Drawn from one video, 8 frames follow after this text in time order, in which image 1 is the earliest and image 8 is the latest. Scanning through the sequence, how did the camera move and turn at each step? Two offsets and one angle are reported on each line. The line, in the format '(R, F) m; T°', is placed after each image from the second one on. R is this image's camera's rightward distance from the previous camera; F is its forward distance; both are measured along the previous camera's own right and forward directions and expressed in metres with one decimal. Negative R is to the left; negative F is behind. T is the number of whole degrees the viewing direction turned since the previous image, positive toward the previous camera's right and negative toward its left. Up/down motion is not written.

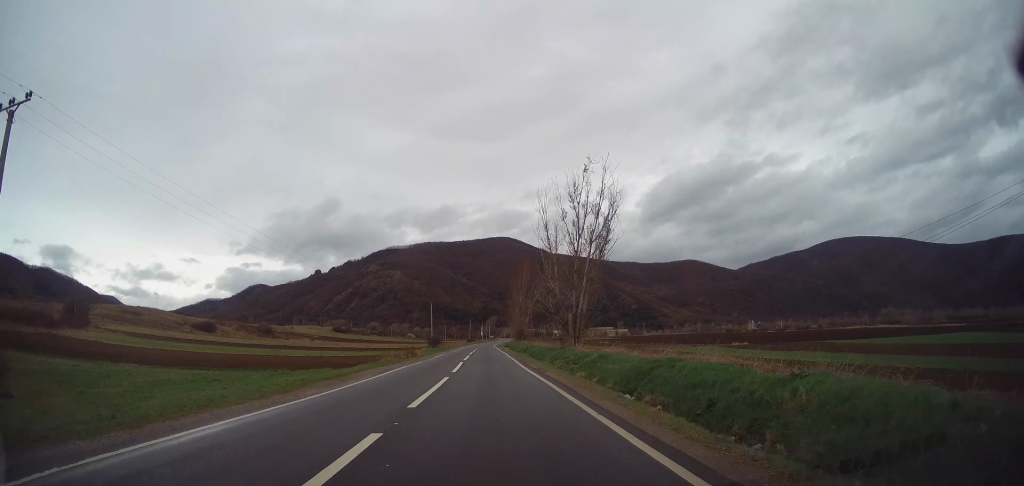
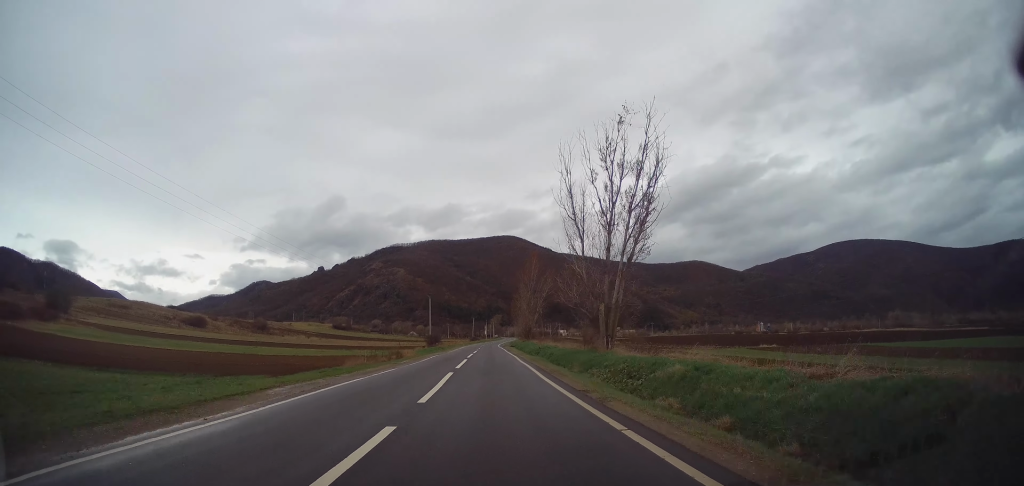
(0.0, +11.5) m; -1°
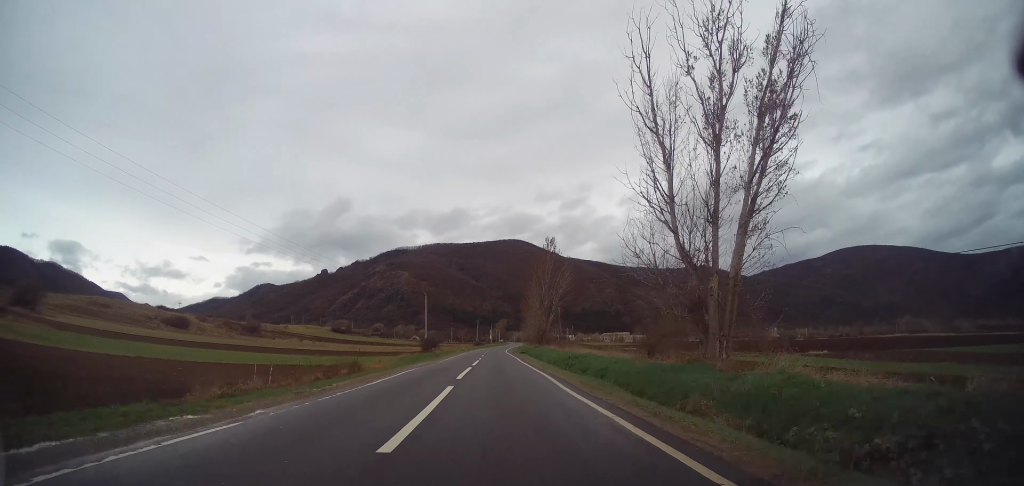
(-0.1, +16.8) m; -1°
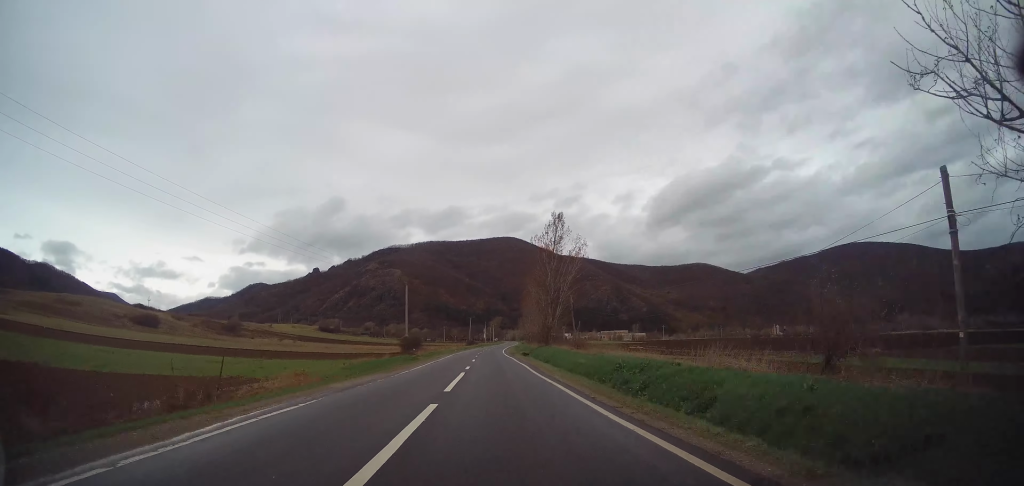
(-0.4, +16.2) m; -1°
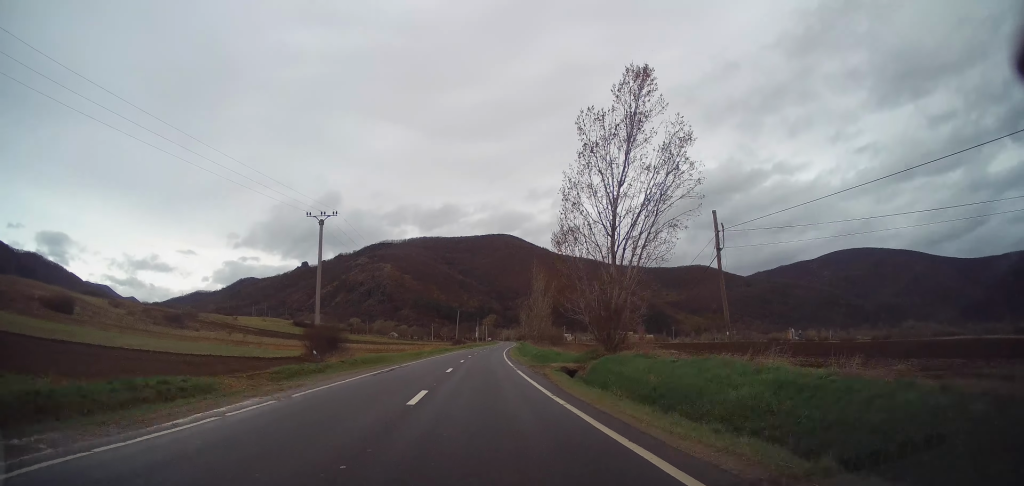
(+0.7, +39.3) m; +2°
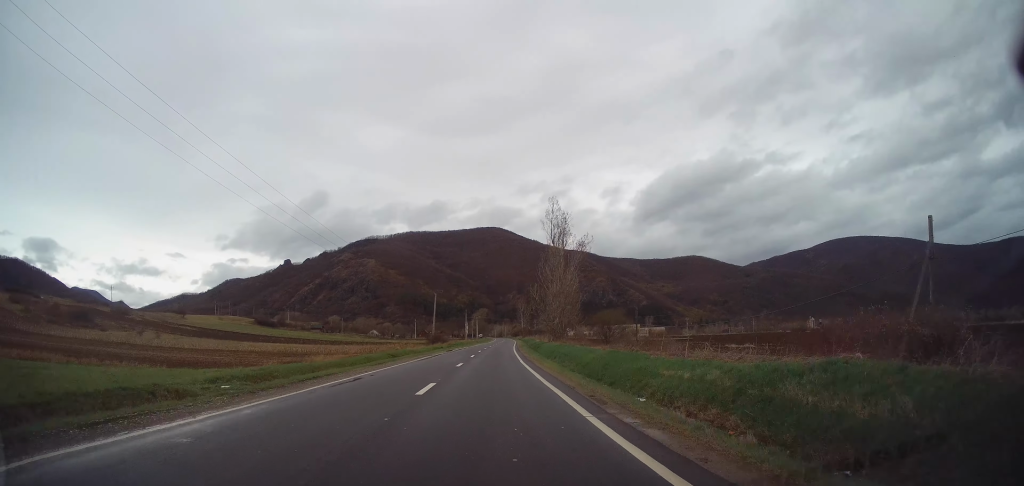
(+0.2, +45.6) m; +1°
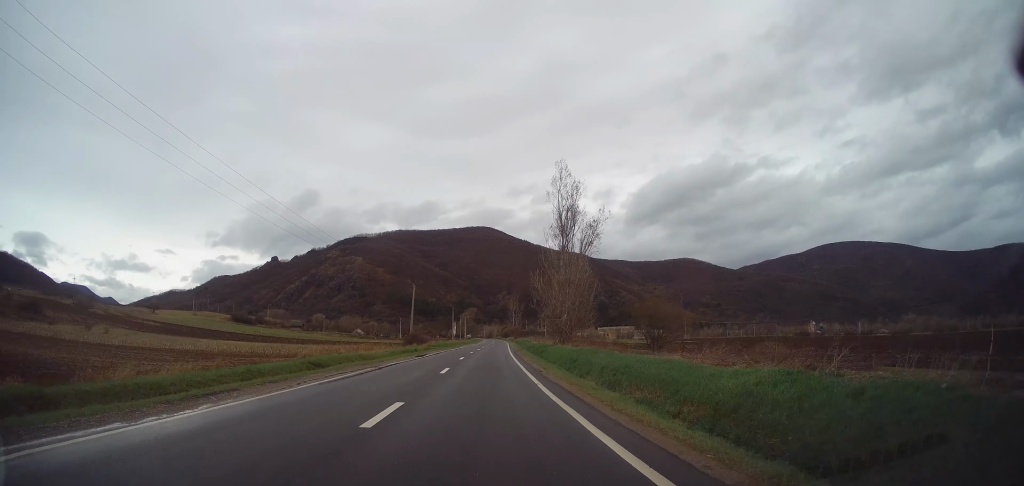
(+0.1, +16.4) m; +1°
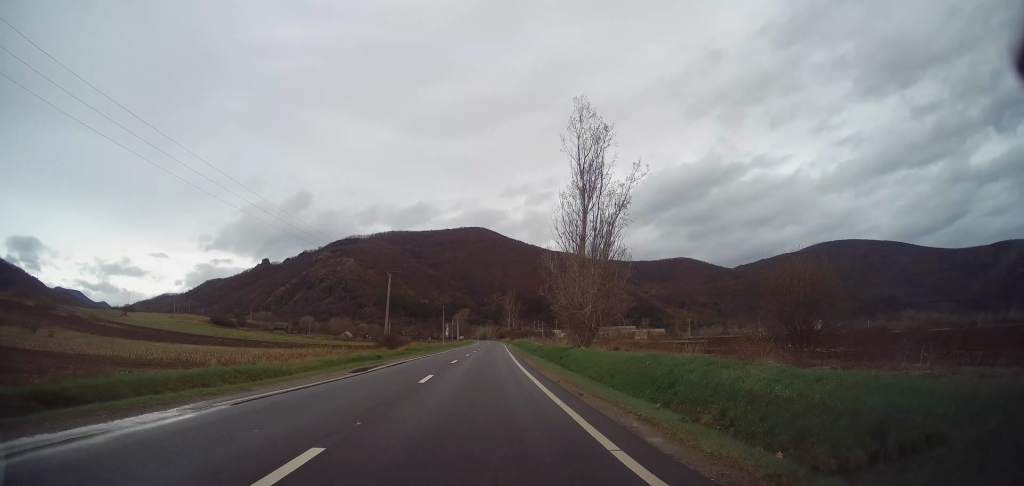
(+0.2, +16.5) m; +1°
